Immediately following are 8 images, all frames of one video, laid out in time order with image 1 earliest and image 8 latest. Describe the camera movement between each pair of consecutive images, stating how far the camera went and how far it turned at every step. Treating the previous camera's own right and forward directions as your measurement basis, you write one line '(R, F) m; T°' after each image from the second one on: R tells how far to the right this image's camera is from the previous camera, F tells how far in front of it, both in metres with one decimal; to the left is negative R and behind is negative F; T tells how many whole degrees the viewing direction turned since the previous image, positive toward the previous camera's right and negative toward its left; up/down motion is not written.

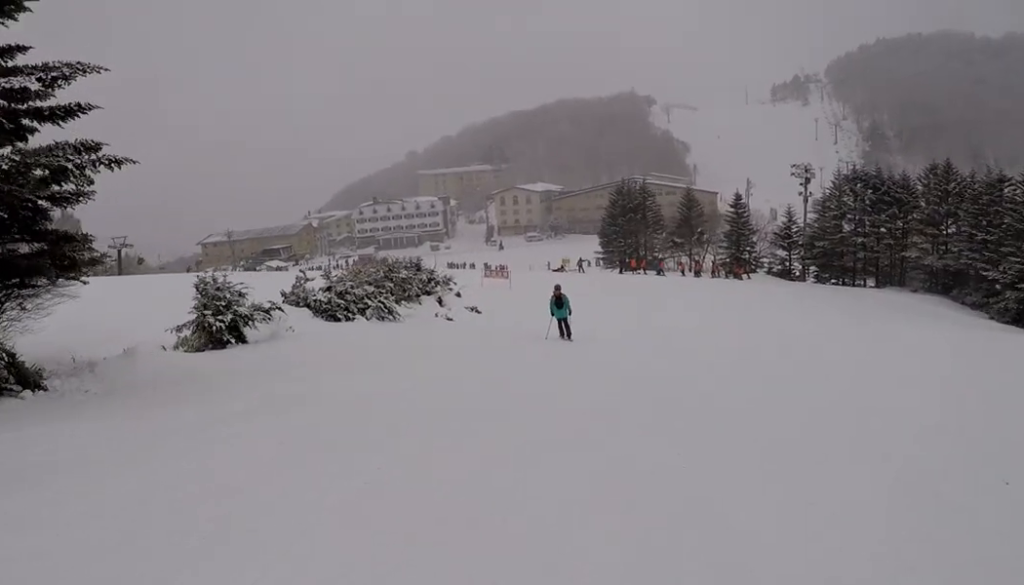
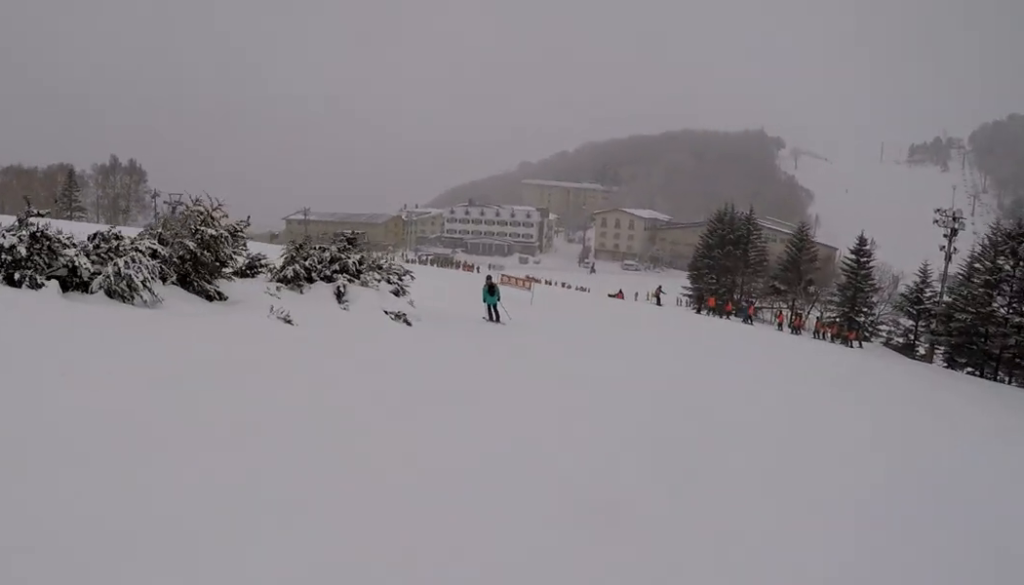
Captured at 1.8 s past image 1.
(-2.0, +12.8) m; -21°
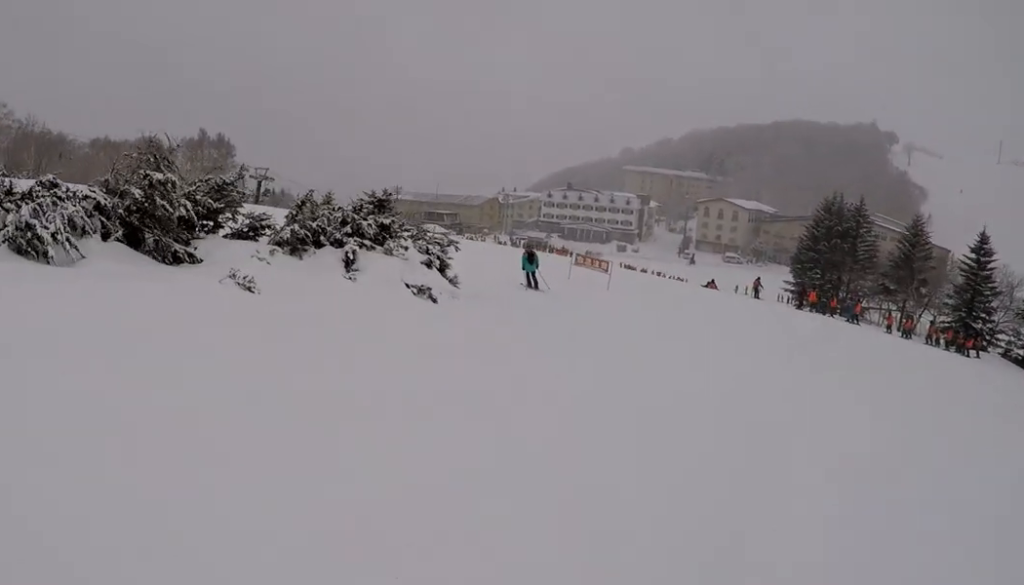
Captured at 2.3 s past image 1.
(-0.3, +3.6) m; -8°
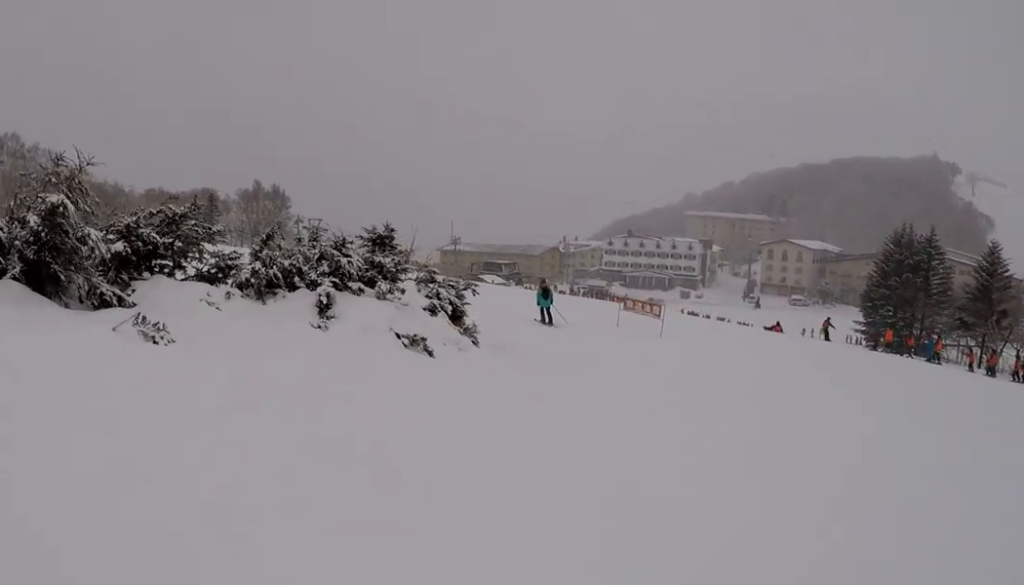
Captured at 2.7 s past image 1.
(-0.2, +3.0) m; -4°
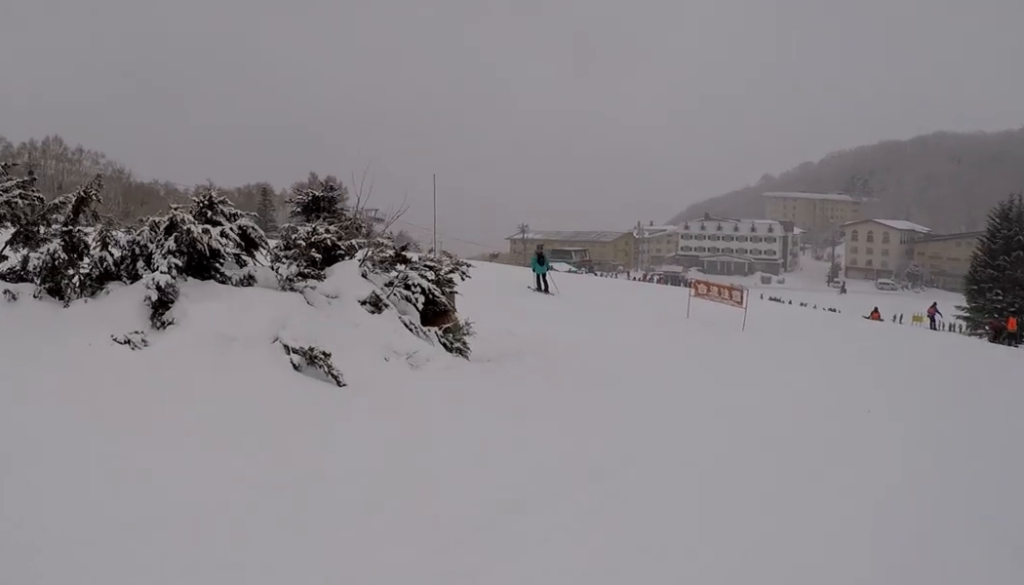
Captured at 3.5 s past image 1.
(-0.3, +5.3) m; -5°
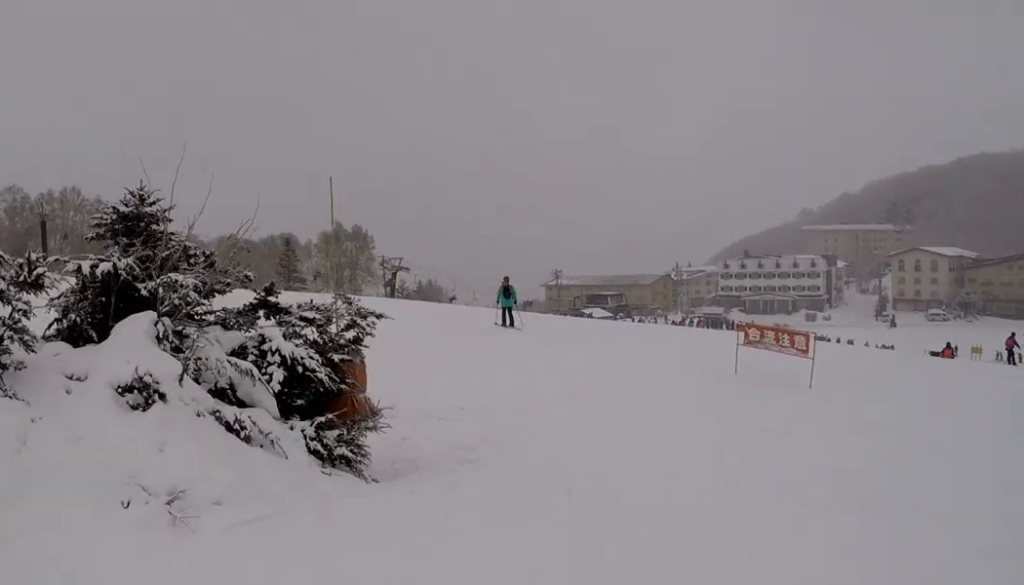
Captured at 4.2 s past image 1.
(-0.1, +4.2) m; -7°
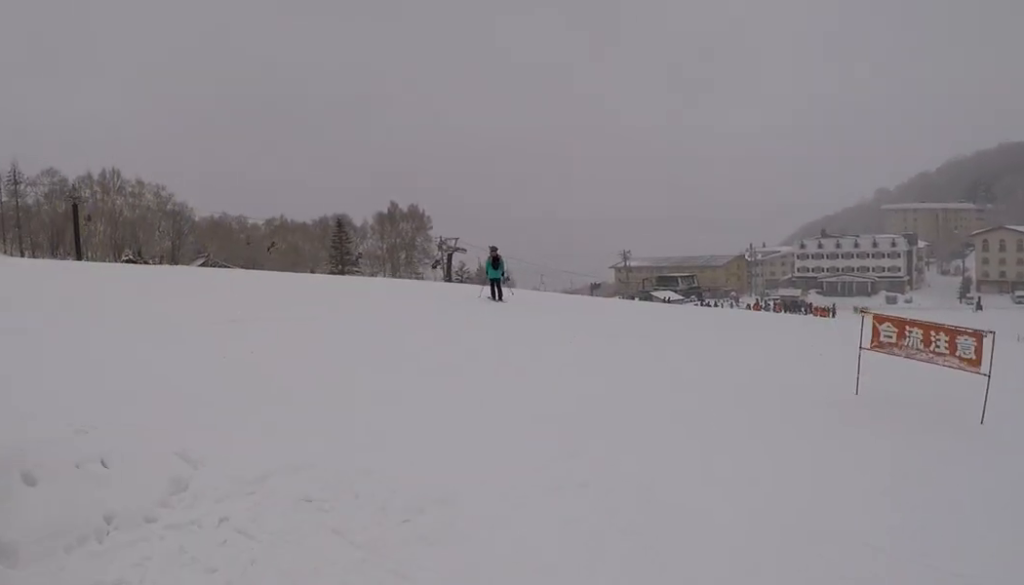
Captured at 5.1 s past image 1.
(-0.6, +5.2) m; -8°
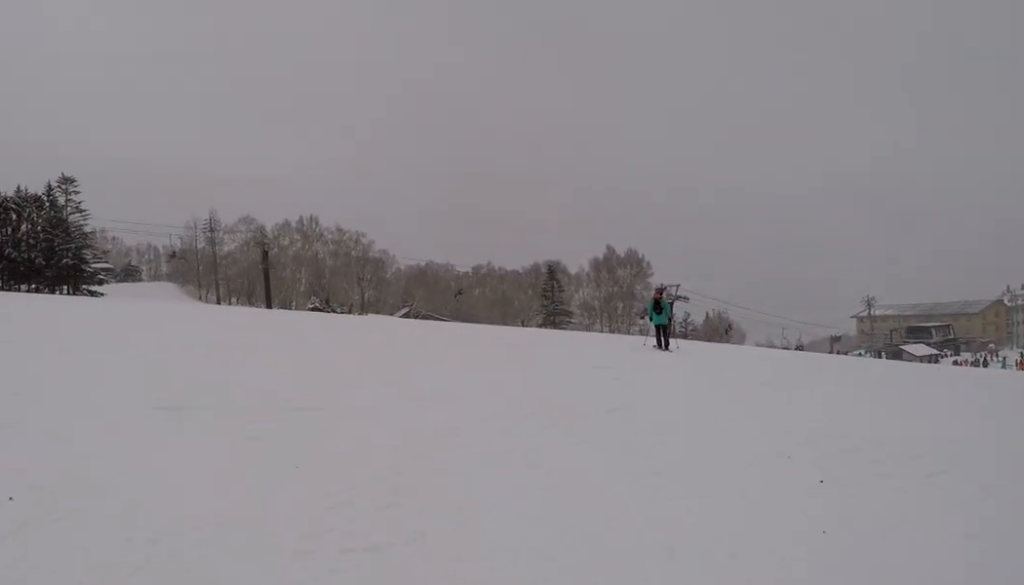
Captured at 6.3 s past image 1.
(-0.3, +6.3) m; -3°
